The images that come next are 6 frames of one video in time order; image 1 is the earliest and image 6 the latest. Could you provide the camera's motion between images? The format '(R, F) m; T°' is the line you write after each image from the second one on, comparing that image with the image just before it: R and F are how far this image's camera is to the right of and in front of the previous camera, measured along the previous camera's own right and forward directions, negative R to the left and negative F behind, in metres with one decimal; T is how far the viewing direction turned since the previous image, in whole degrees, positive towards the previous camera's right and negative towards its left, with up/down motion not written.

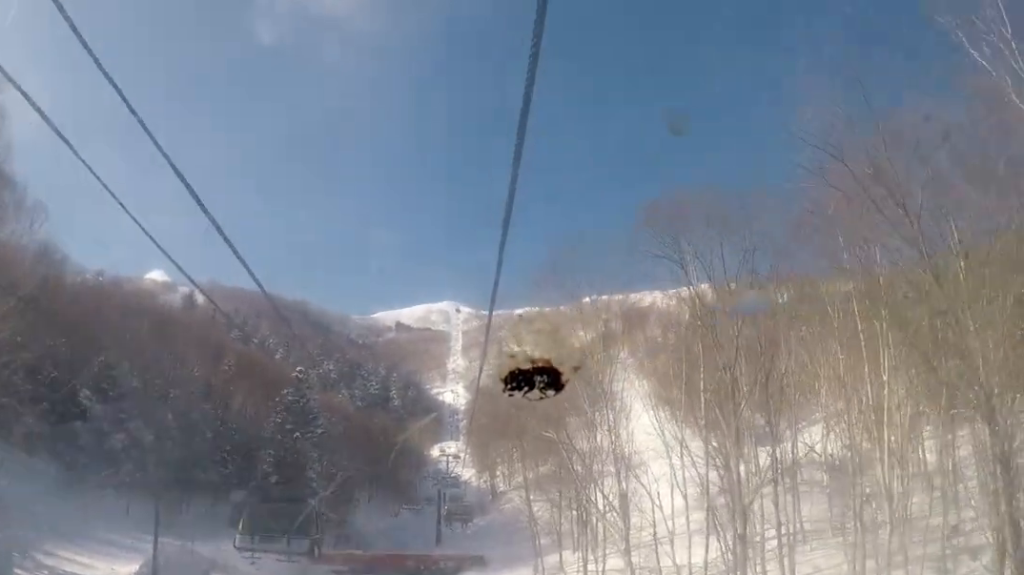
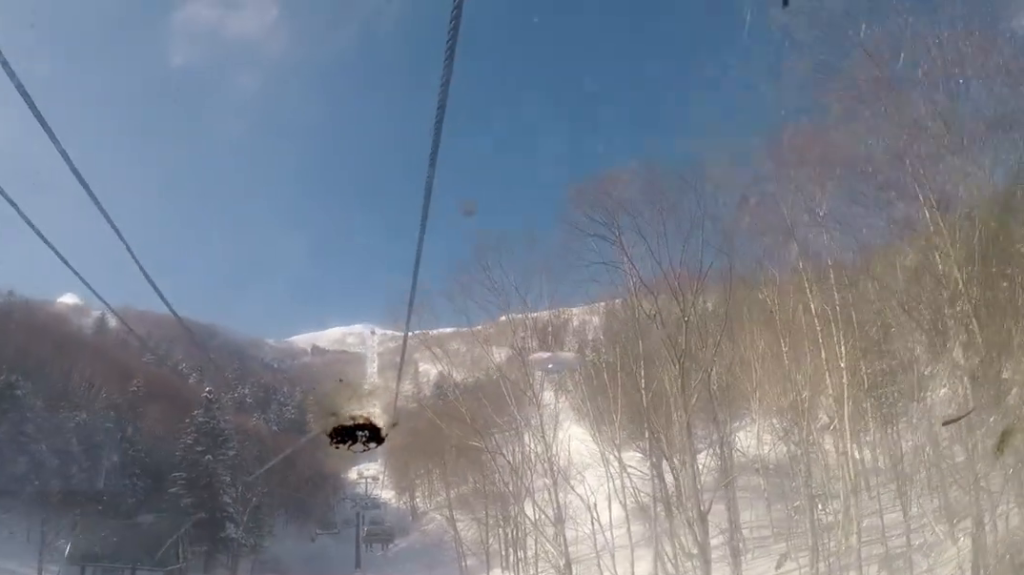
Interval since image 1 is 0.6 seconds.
(+0.3, +2.4) m; 0°
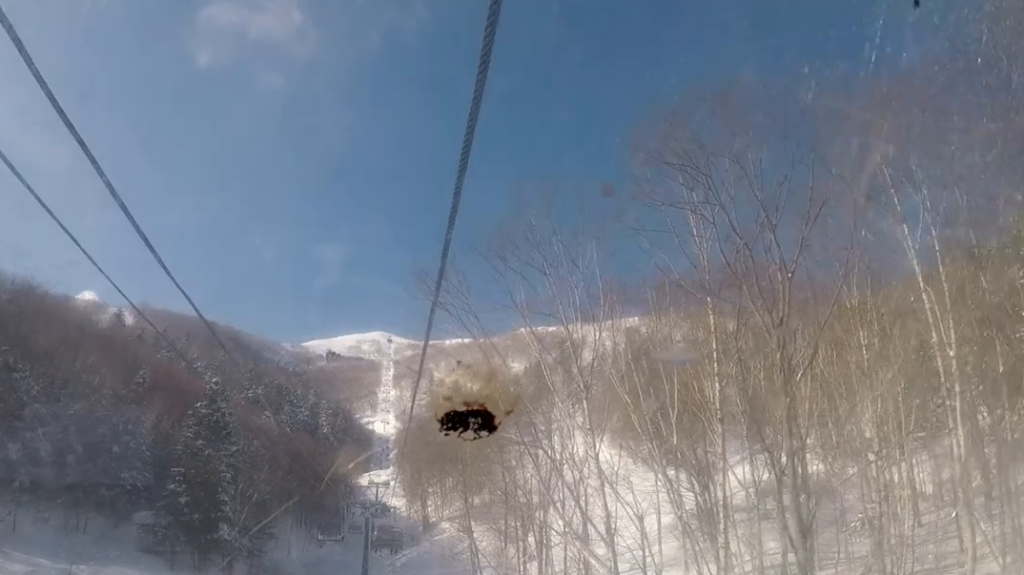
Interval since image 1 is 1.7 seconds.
(-0.9, +4.0) m; 0°
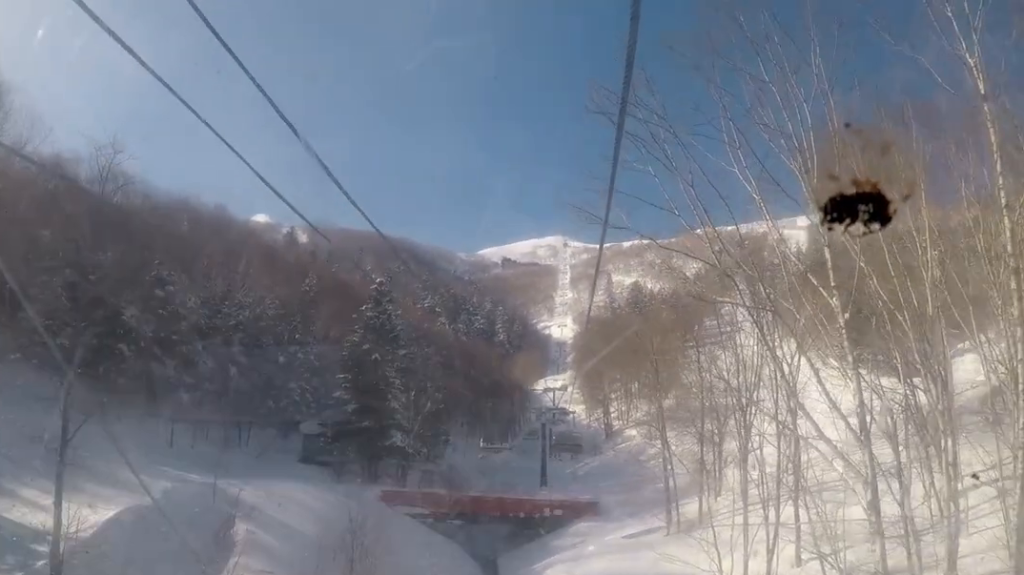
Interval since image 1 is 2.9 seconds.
(+0.4, +4.7) m; 0°
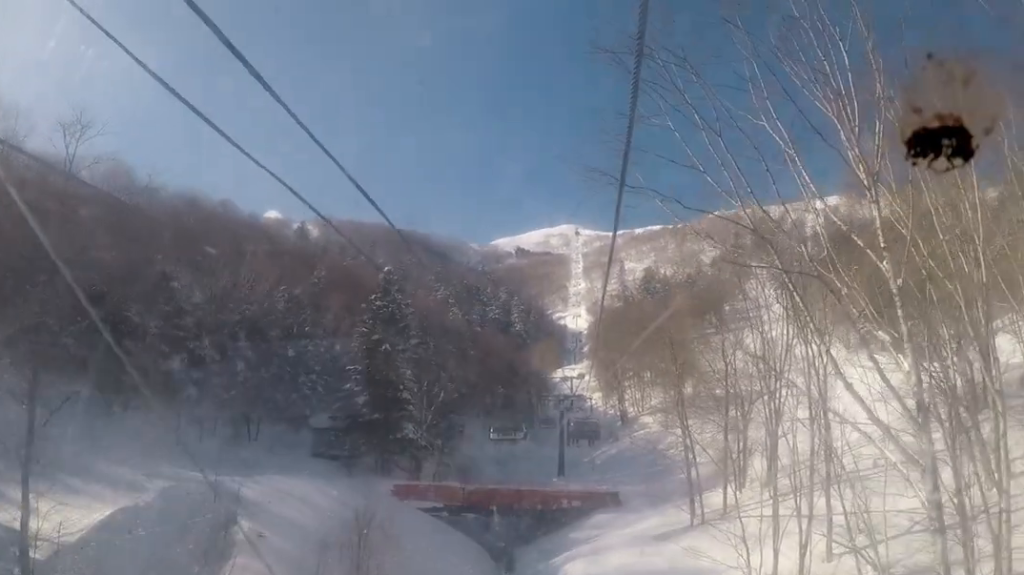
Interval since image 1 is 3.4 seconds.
(-0.8, +1.7) m; 0°
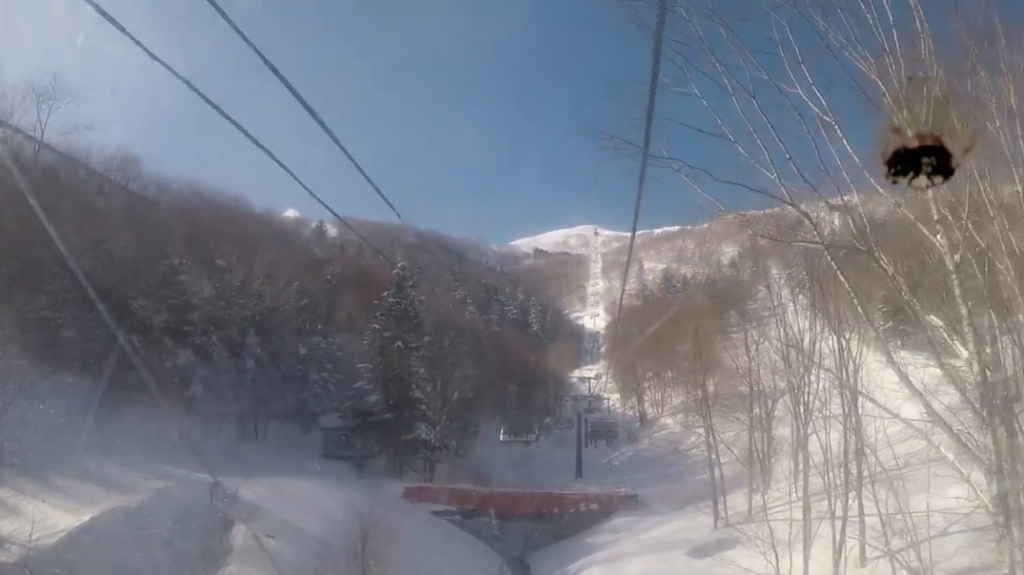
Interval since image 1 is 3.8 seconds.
(+0.6, +1.6) m; 0°
